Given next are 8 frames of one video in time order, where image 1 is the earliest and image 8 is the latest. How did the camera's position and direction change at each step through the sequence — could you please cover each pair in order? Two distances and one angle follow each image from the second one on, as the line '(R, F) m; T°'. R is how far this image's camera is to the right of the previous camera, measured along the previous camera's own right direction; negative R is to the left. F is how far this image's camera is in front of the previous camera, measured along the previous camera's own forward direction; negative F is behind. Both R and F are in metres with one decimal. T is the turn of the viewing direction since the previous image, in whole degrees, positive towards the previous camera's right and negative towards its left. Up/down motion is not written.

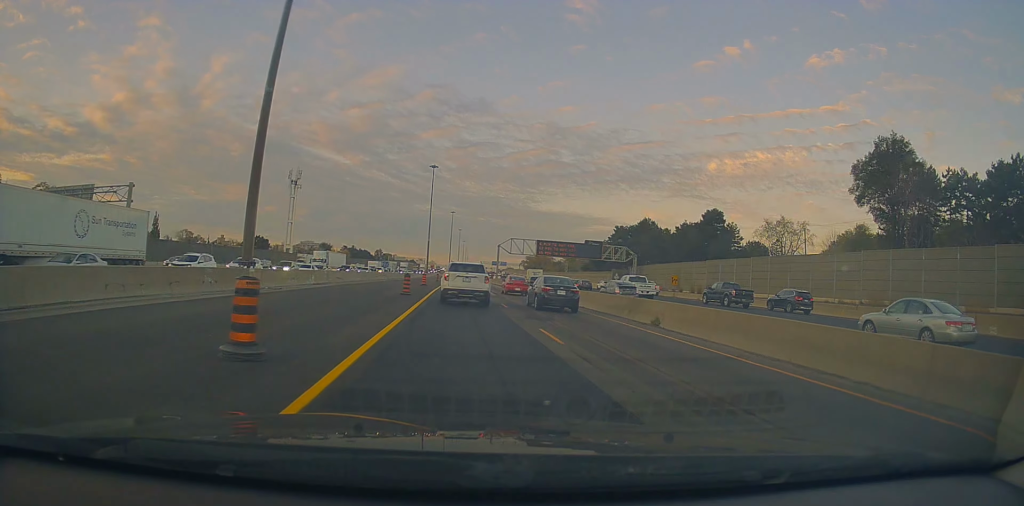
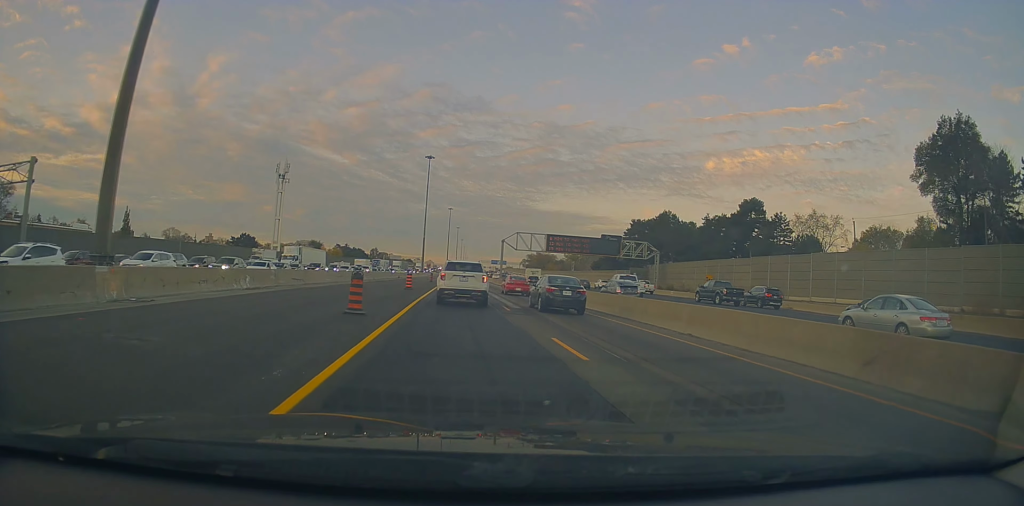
(+0.3, +14.2) m; 0°
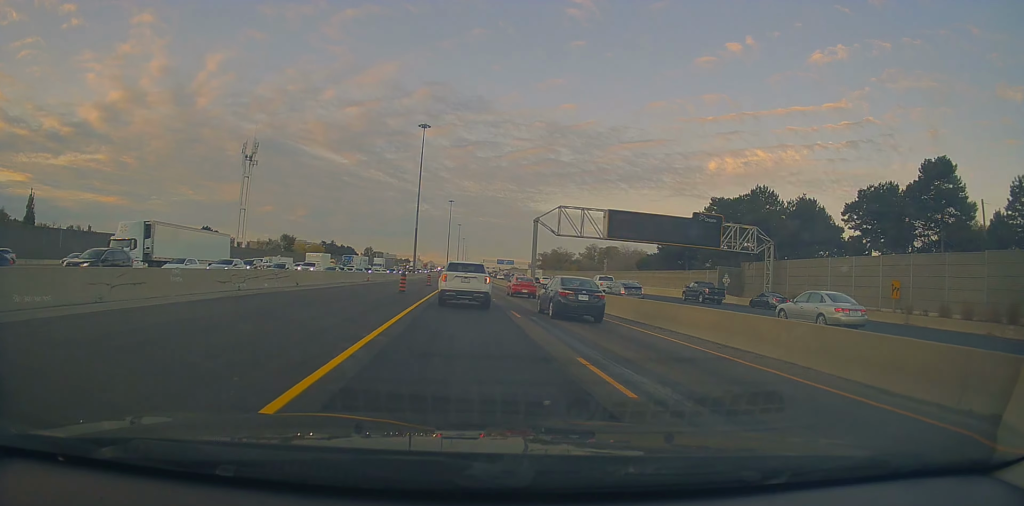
(-0.8, +38.5) m; -1°
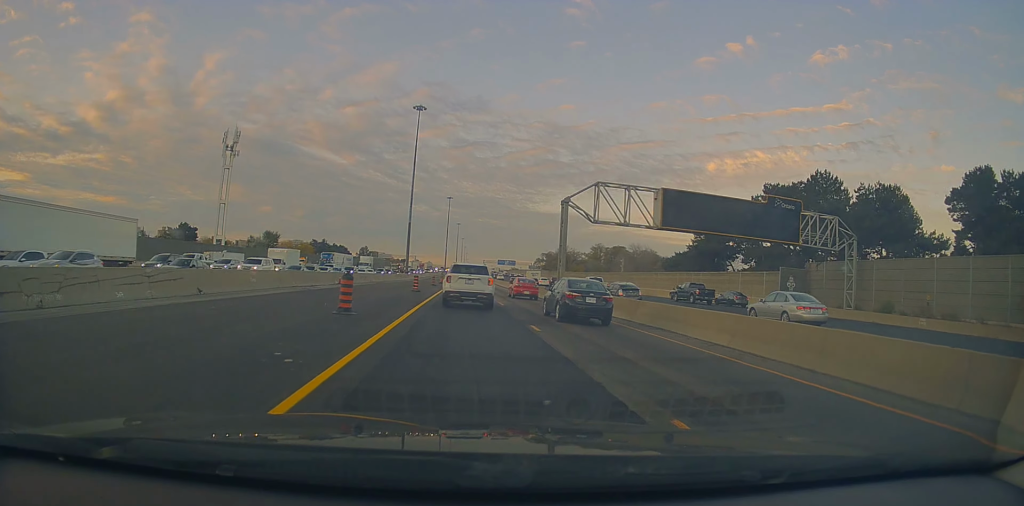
(+0.2, +16.0) m; +1°
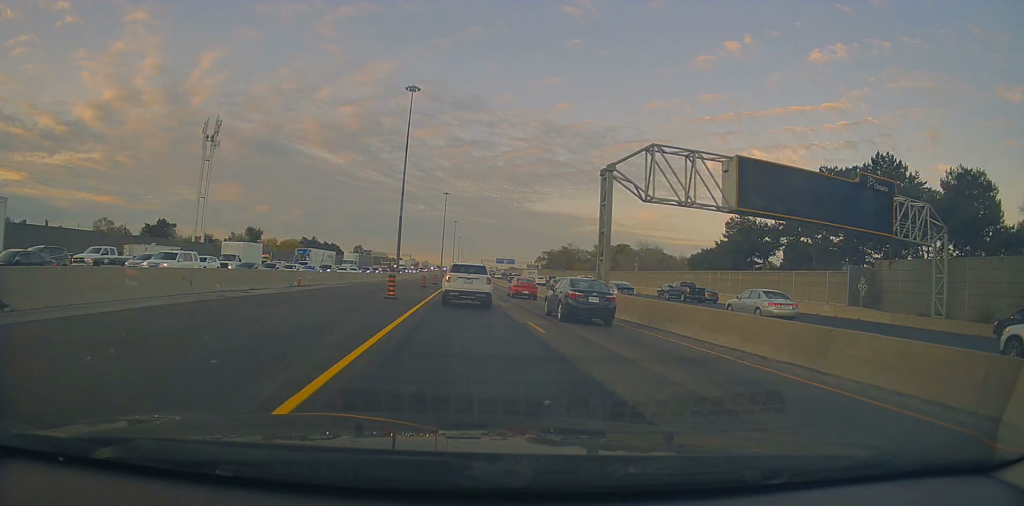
(+0.3, +12.6) m; +1°
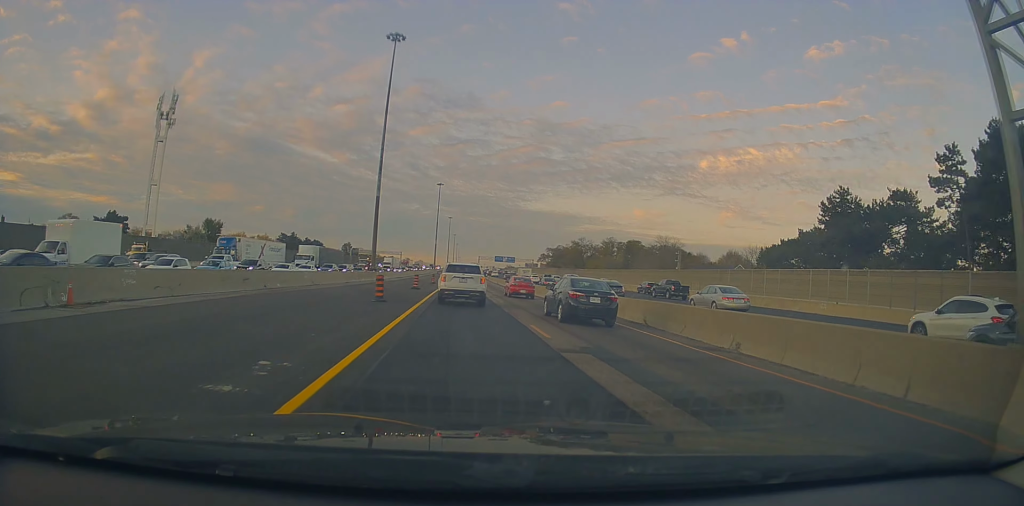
(-0.4, +24.8) m; -2°
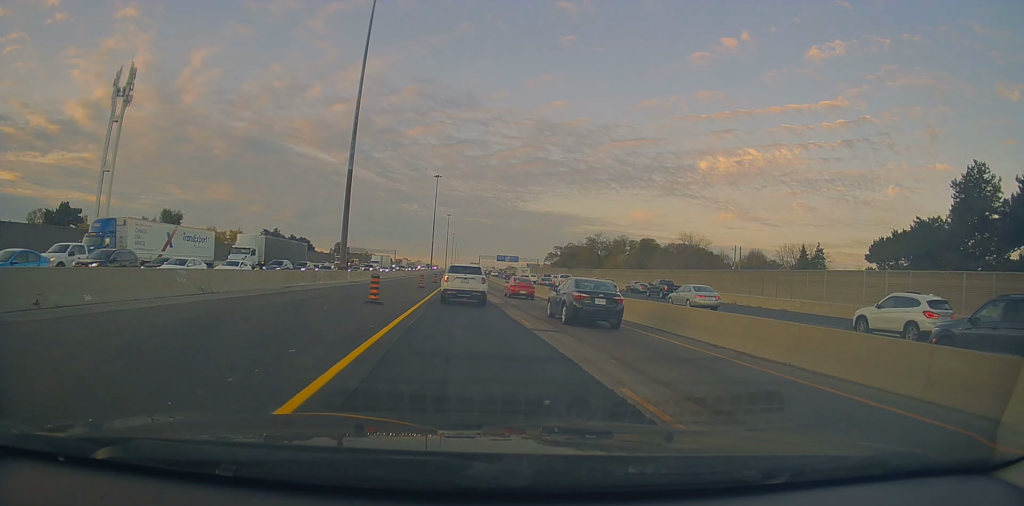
(-0.4, +20.5) m; 0°
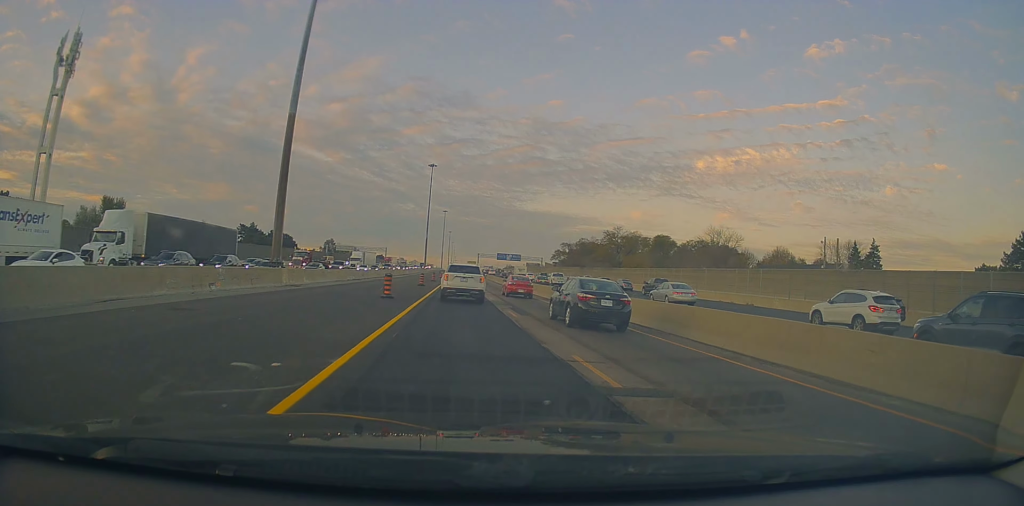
(+0.6, +21.0) m; +2°
